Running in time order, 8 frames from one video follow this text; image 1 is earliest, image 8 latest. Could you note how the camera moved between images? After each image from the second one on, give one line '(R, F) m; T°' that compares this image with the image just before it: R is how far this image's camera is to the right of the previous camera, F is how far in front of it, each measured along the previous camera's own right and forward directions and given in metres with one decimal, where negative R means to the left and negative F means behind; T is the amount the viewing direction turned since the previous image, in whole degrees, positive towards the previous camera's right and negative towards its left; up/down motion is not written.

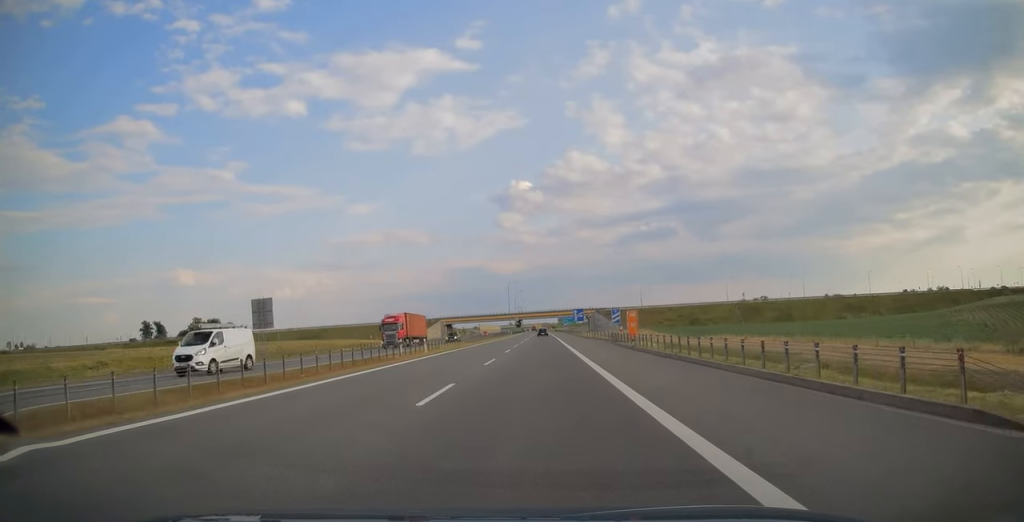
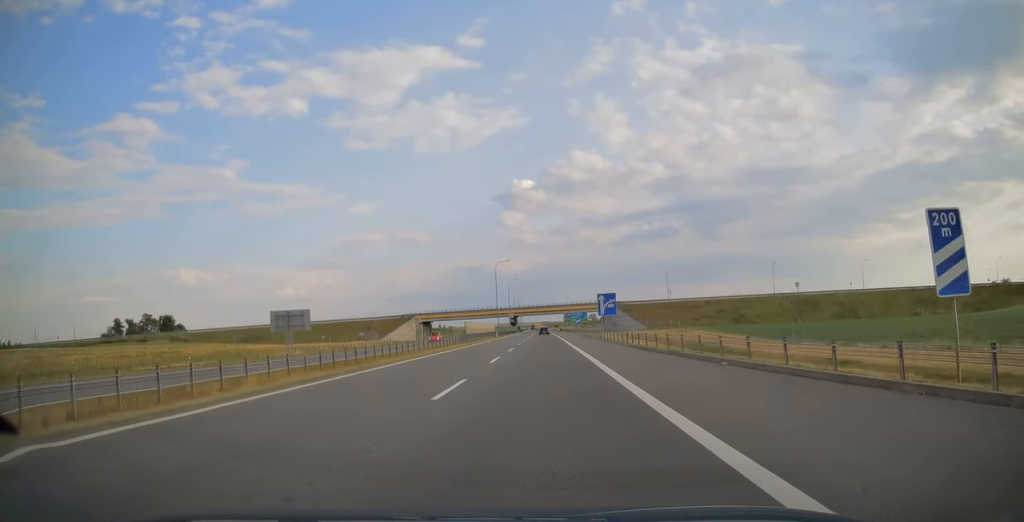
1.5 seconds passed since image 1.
(-0.2, +48.0) m; 0°
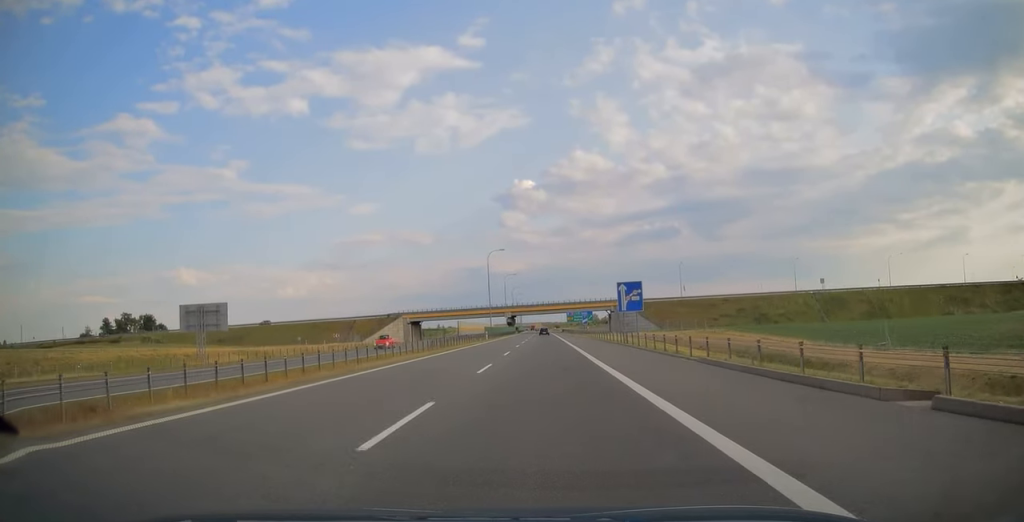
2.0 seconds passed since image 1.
(0.0, +16.9) m; 0°
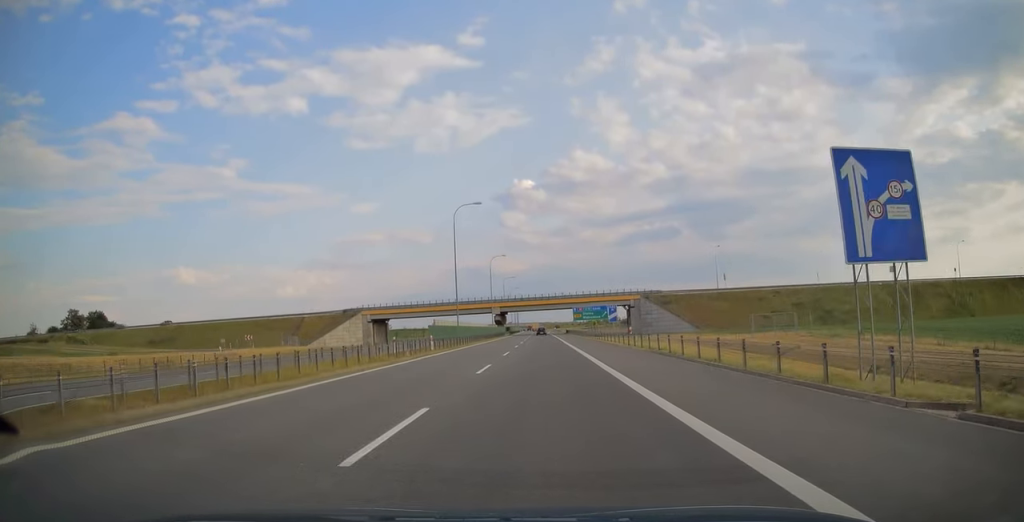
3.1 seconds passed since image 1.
(-0.1, +36.7) m; 0°
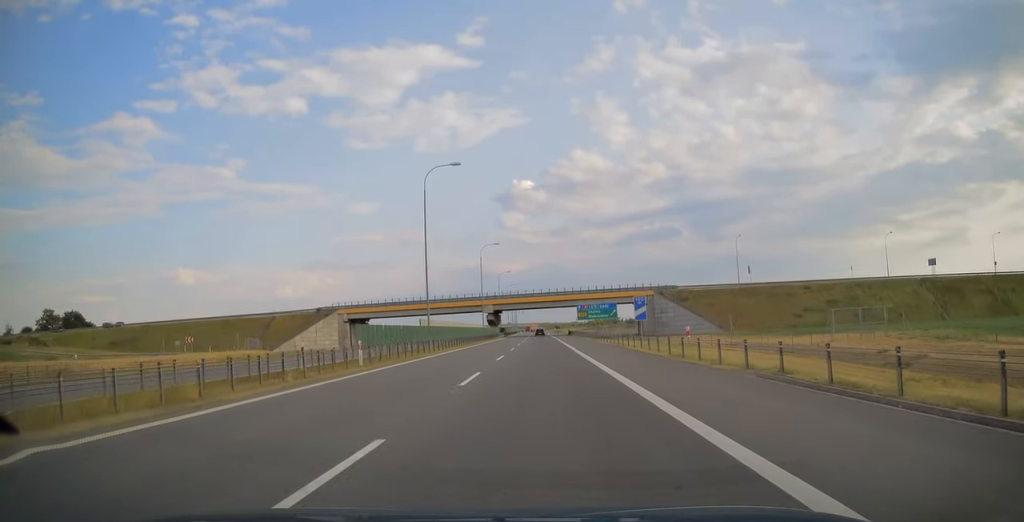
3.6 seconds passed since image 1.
(0.0, +15.3) m; 0°
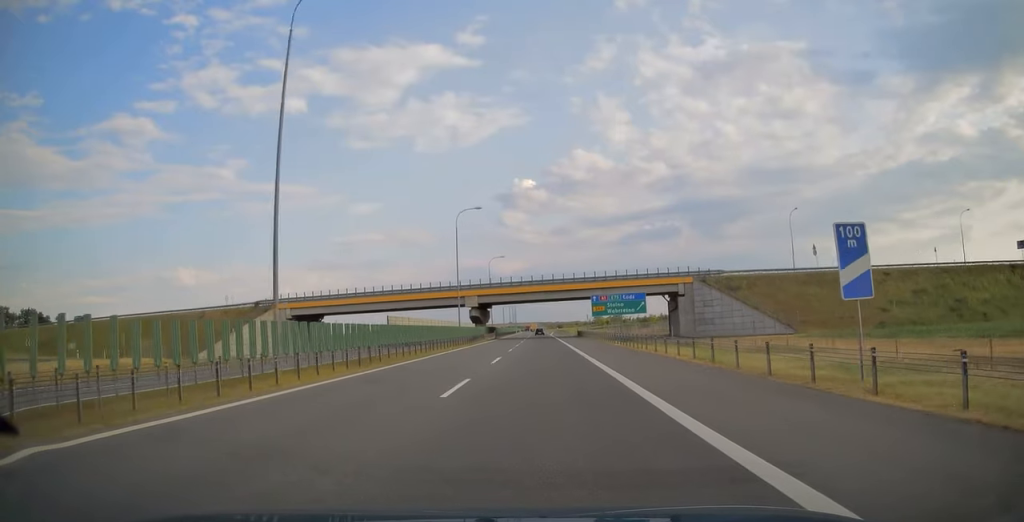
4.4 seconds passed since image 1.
(0.0, +26.7) m; 0°
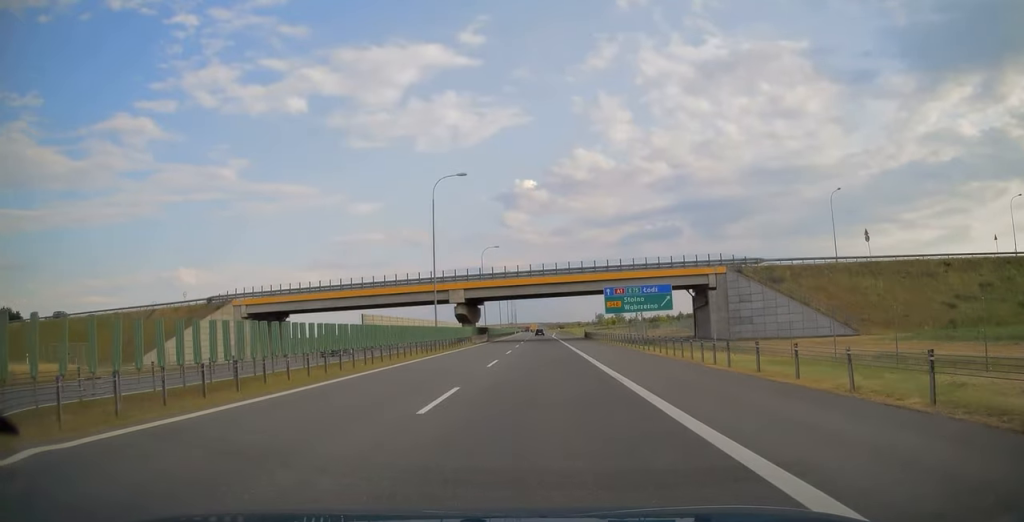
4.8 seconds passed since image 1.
(0.0, +14.2) m; 0°
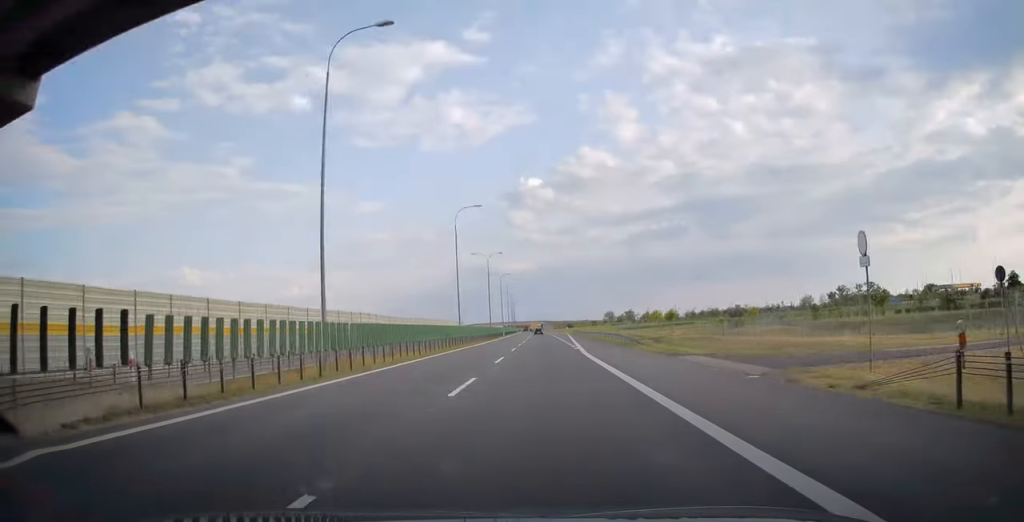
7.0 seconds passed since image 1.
(0.0, +69.7) m; 0°
